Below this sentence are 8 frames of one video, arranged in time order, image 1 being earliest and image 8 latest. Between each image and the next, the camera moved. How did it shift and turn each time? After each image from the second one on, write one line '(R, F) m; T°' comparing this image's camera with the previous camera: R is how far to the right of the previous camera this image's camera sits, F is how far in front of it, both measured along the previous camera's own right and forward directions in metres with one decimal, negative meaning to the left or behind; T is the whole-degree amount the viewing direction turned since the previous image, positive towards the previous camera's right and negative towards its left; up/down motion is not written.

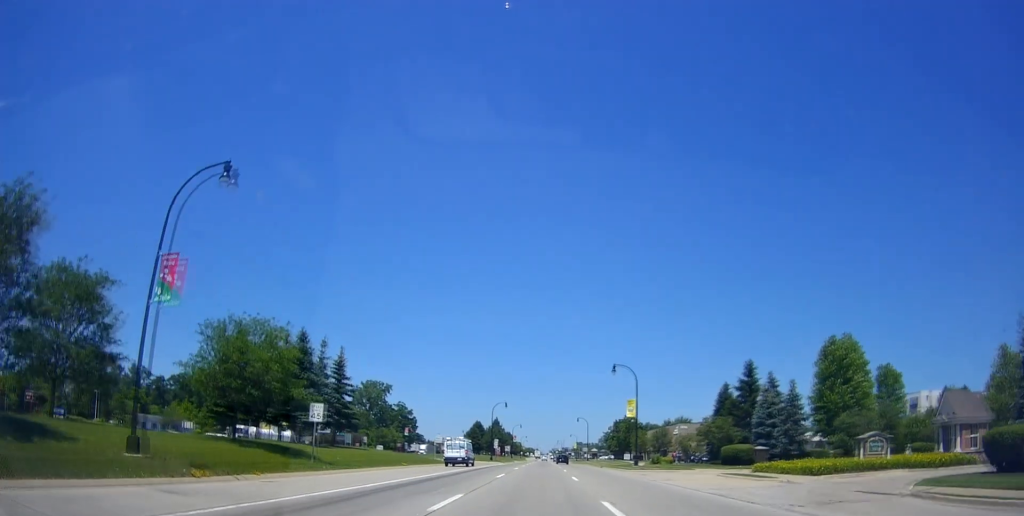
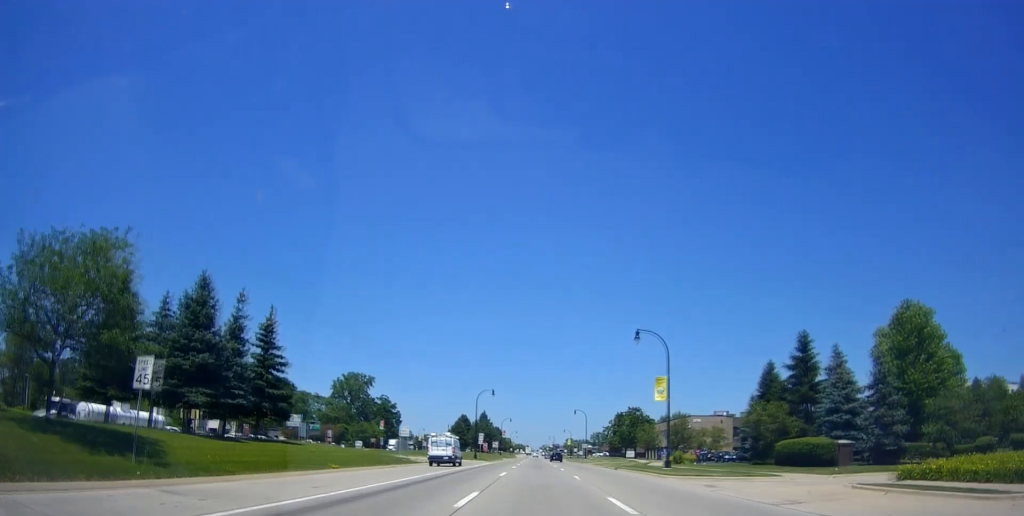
(+0.2, +14.3) m; +1°
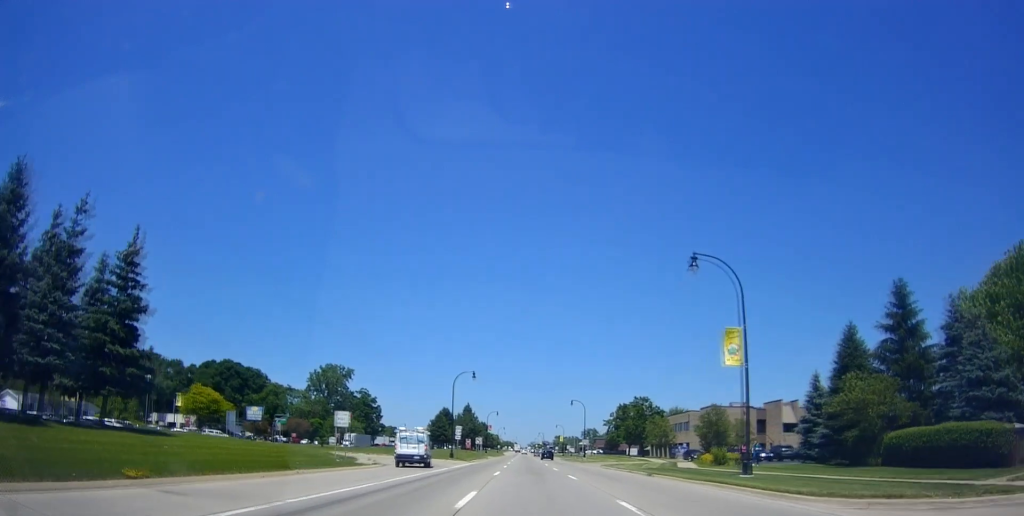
(+0.1, +15.9) m; 0°
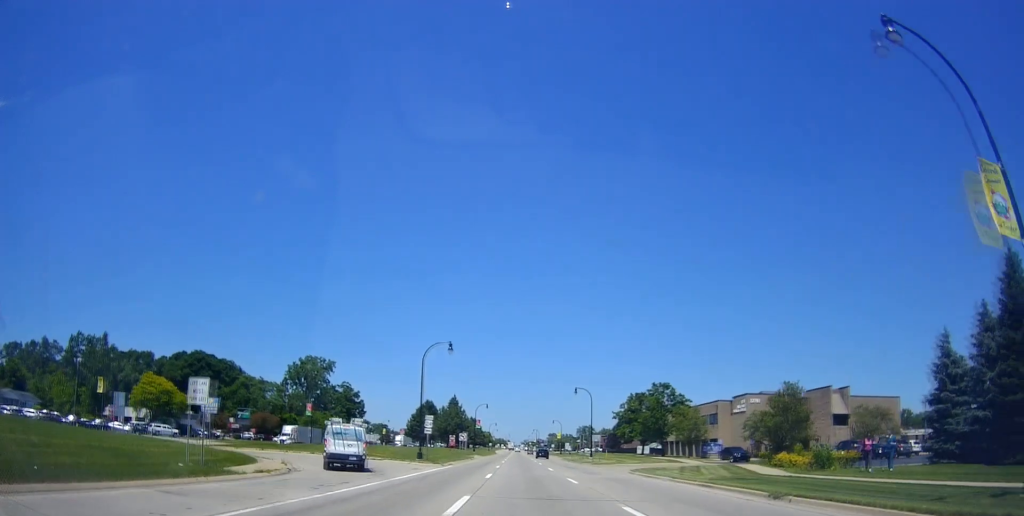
(0.0, +16.9) m; 0°
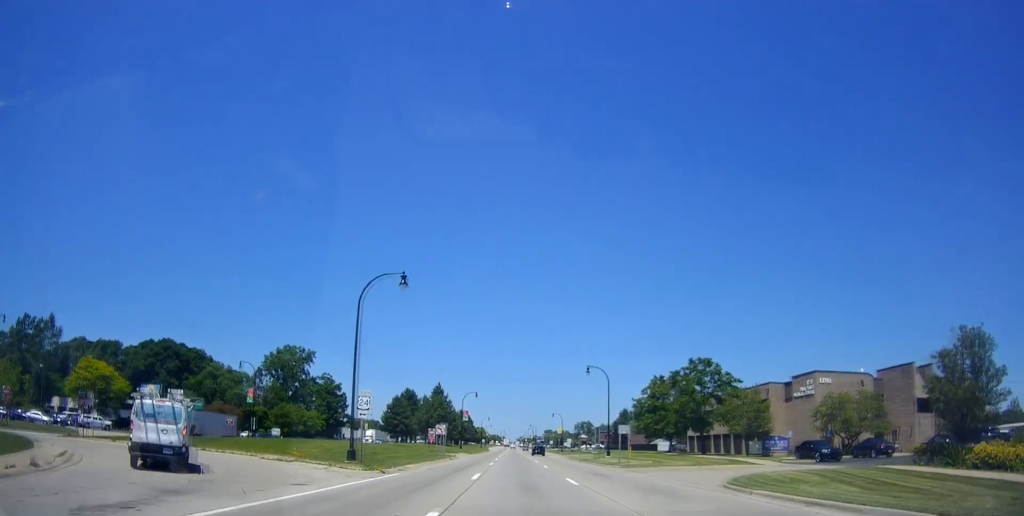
(-0.2, +18.3) m; +2°
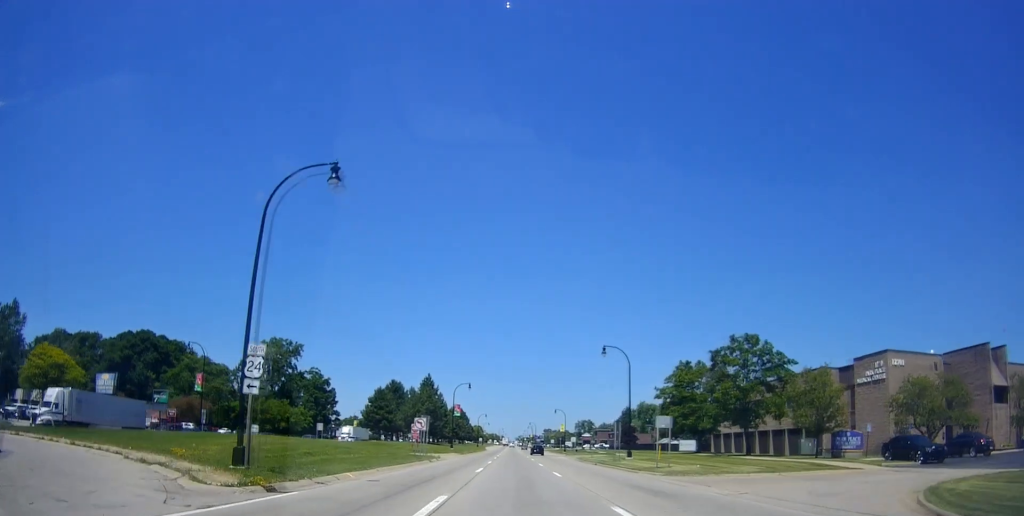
(+0.5, +11.9) m; +2°
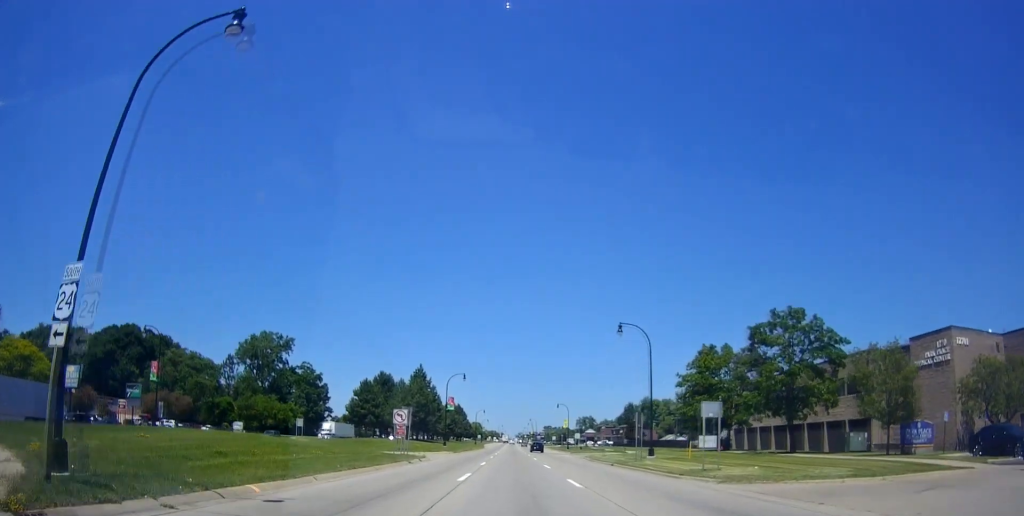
(+0.1, +7.9) m; +1°
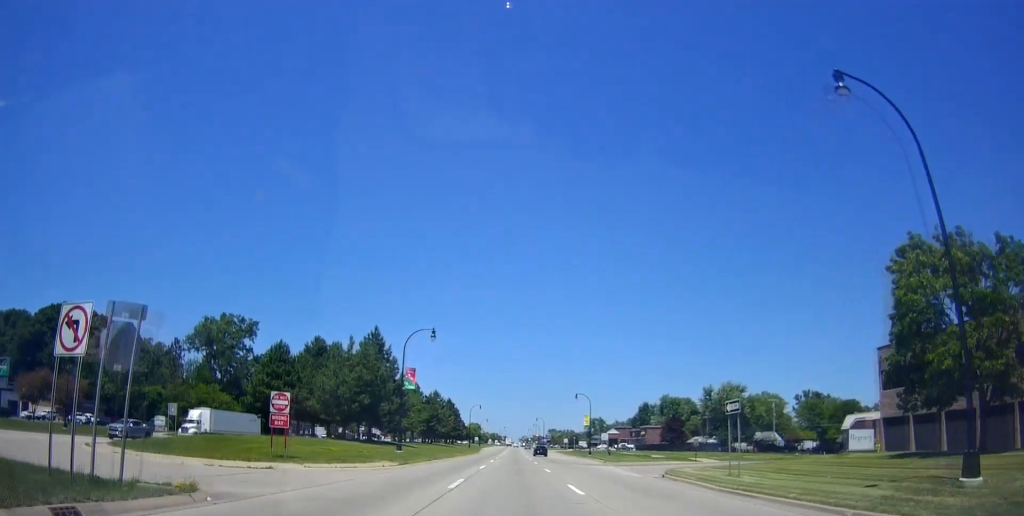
(-0.5, +31.2) m; -1°
